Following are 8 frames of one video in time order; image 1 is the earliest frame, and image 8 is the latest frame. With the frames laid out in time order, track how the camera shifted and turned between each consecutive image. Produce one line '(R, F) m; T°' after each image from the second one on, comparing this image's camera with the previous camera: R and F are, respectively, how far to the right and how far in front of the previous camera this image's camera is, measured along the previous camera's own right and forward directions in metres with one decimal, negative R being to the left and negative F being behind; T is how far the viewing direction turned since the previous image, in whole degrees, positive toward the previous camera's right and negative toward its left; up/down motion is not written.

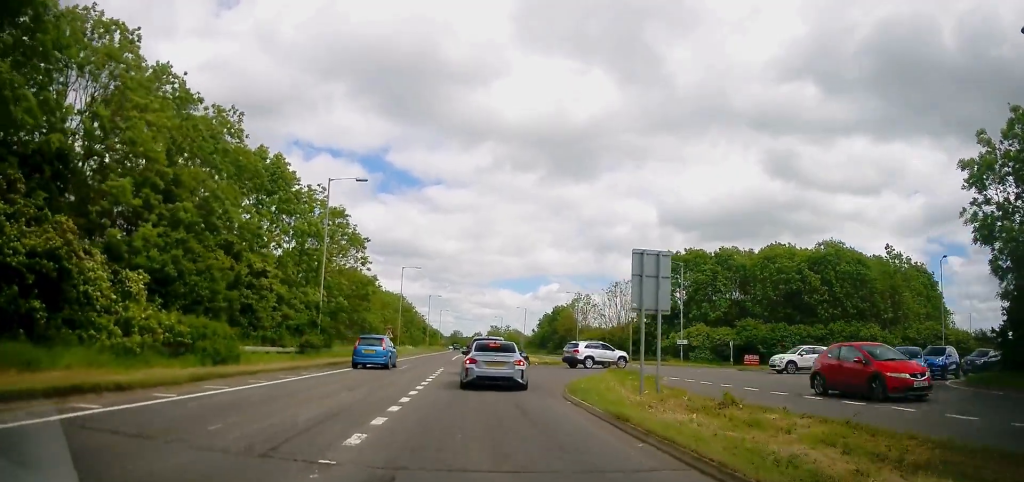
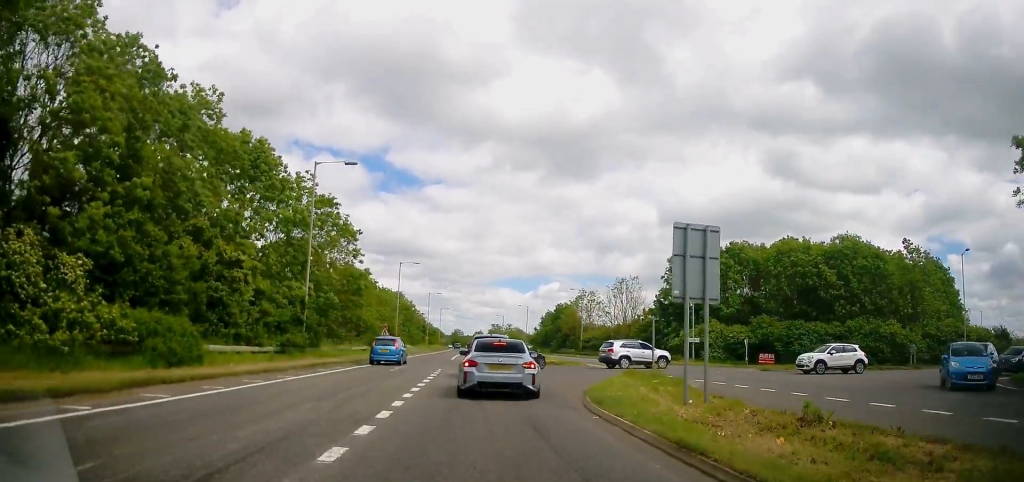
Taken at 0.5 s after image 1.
(0.0, +3.3) m; 0°
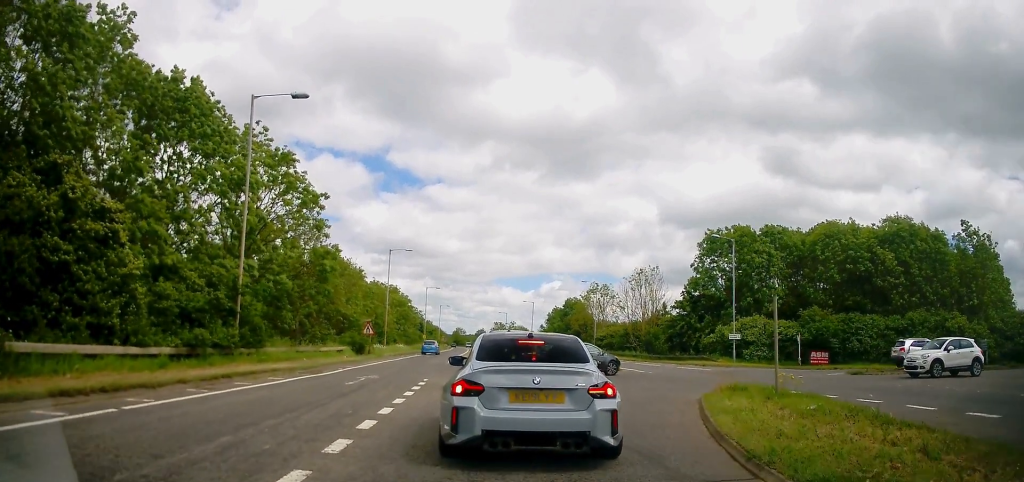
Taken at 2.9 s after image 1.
(0.0, +8.8) m; 0°
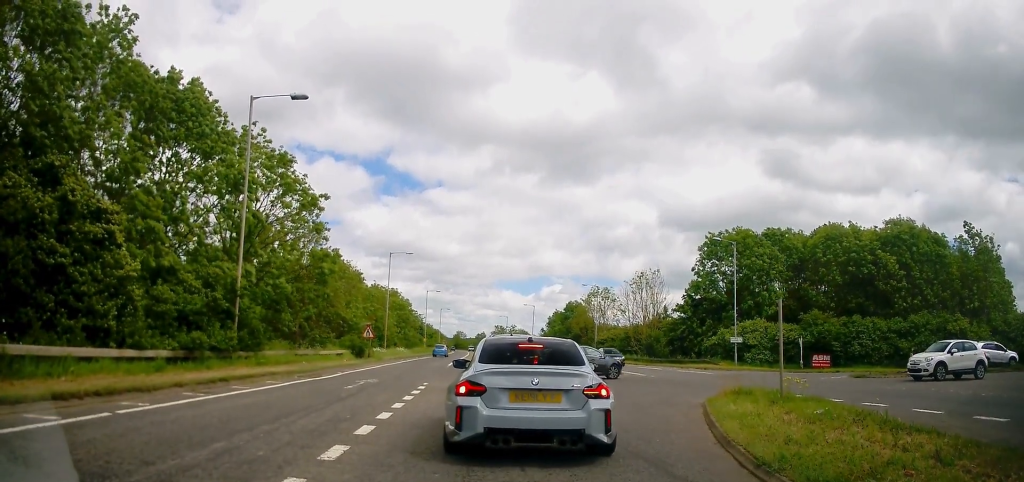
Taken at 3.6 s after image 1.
(0.0, +0.5) m; 0°
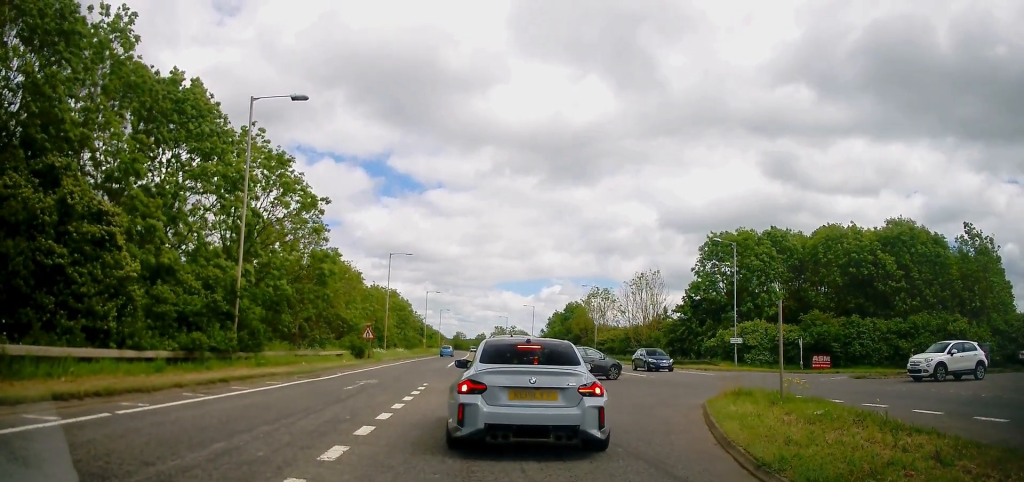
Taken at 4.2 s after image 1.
(0.0, 0.0) m; 0°
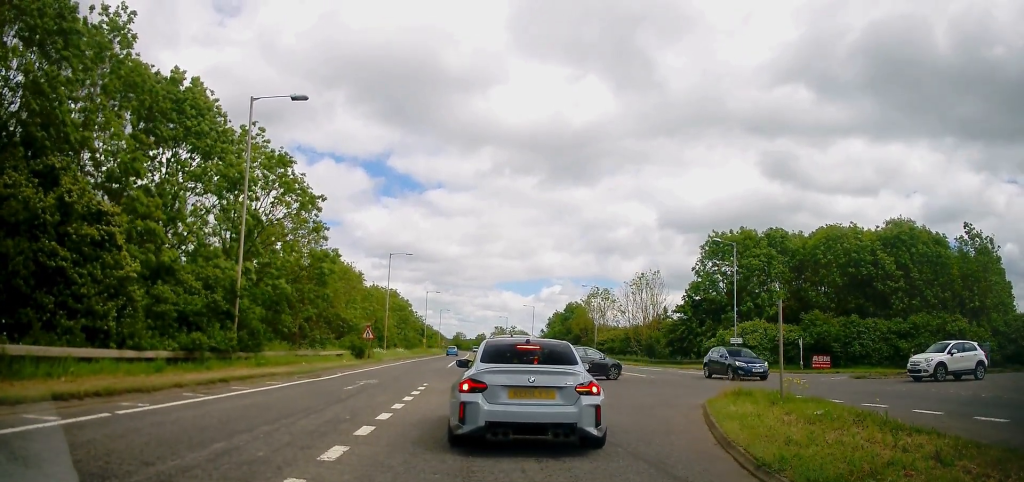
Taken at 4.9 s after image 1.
(0.0, 0.0) m; 0°
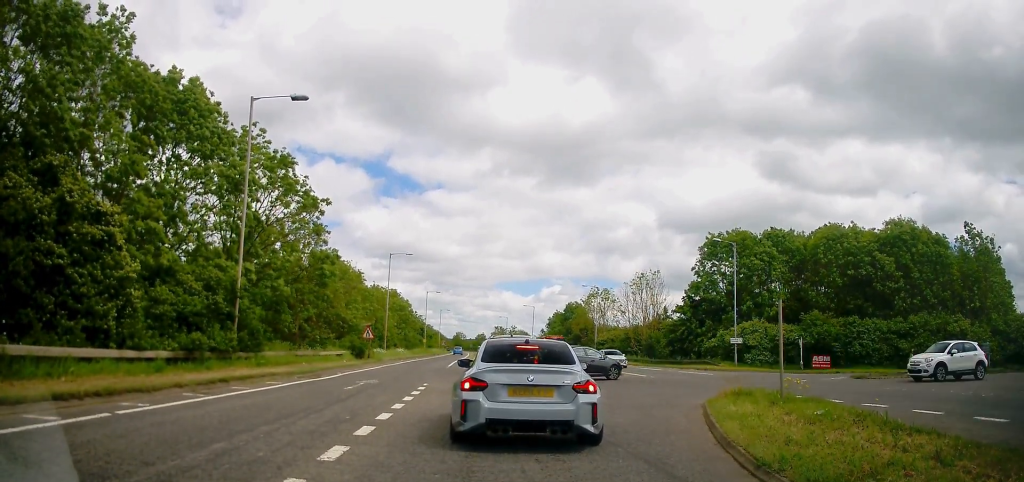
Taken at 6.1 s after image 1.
(0.0, 0.0) m; 0°
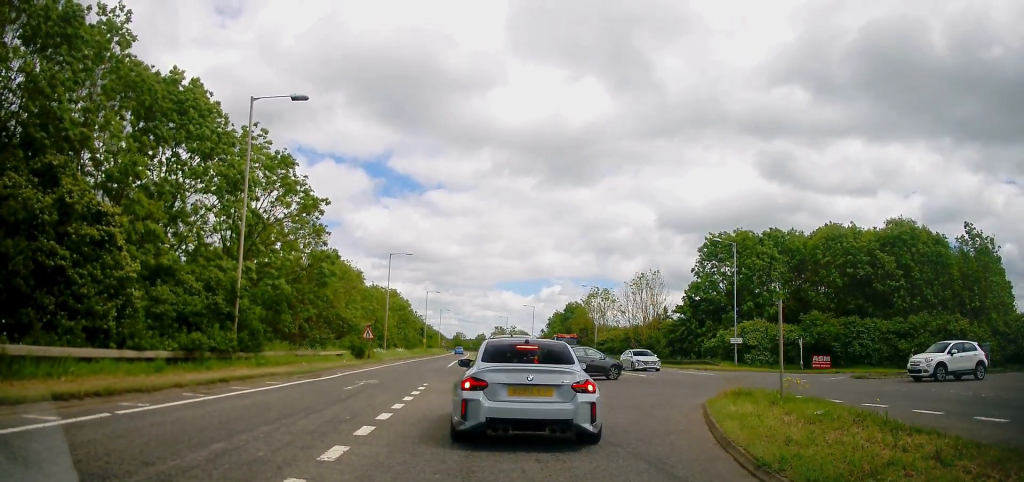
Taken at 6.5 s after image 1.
(0.0, 0.0) m; 0°
